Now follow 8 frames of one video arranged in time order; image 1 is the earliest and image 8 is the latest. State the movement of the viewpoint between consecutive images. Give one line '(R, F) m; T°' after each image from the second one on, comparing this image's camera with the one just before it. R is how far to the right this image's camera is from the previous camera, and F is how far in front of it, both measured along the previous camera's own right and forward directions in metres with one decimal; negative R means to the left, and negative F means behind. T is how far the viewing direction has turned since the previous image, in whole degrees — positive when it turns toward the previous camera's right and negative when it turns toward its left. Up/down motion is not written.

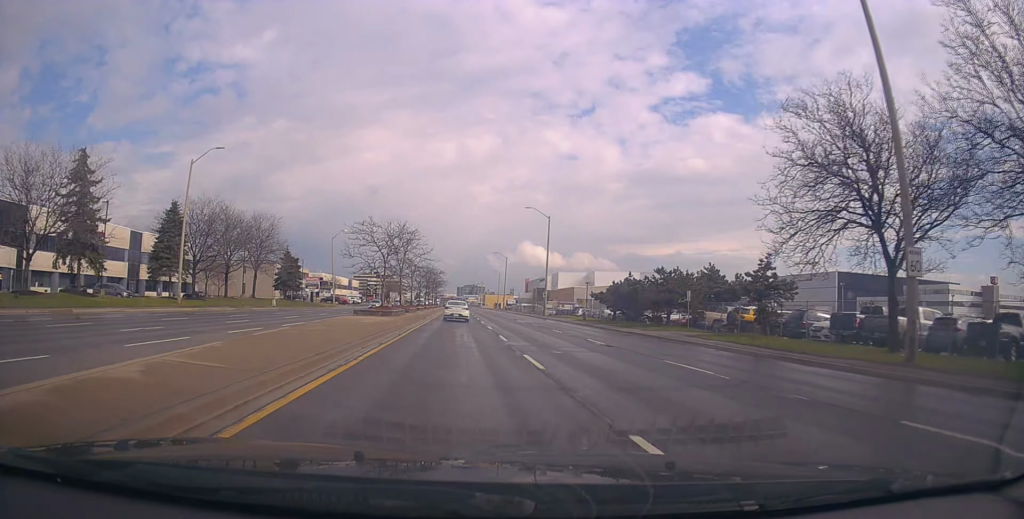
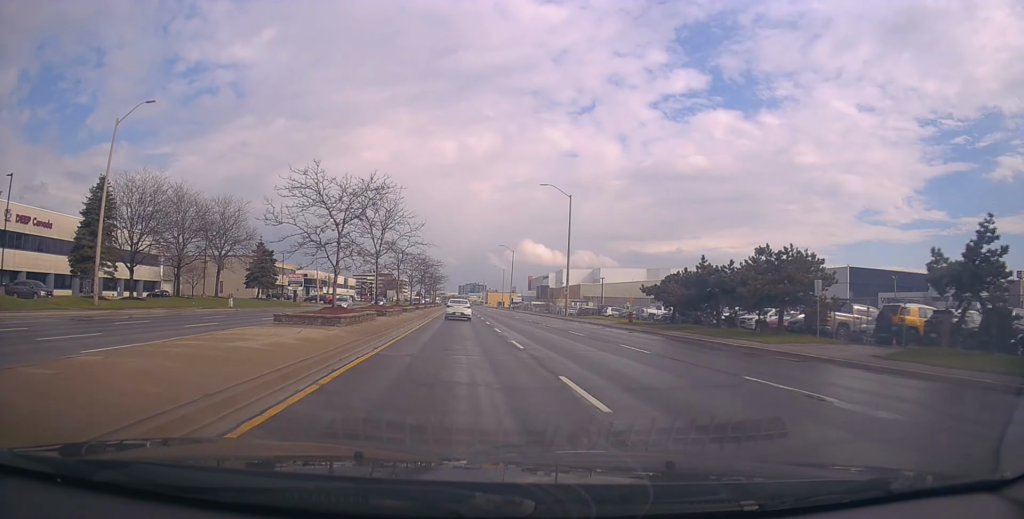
(+0.5, +13.2) m; 0°
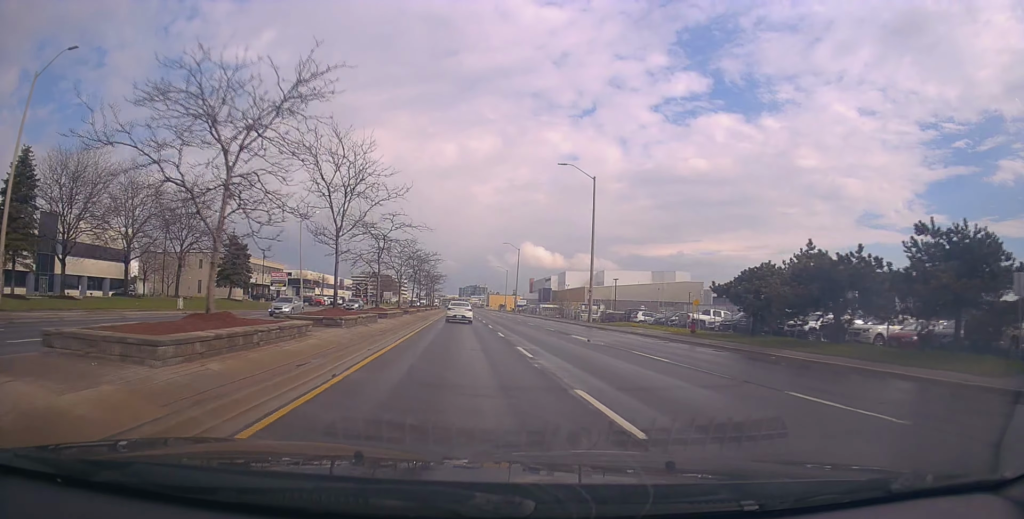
(0.0, +10.4) m; 0°
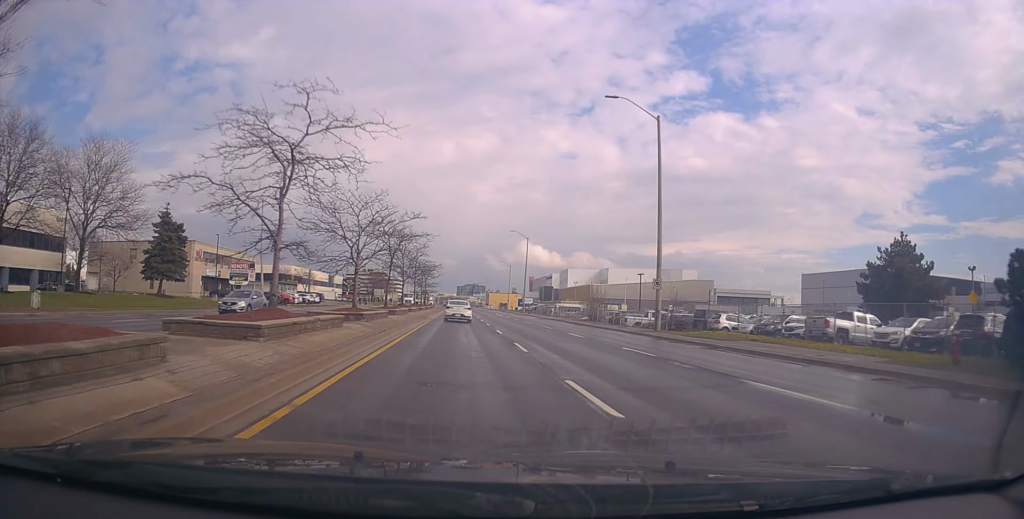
(-0.4, +17.5) m; 0°
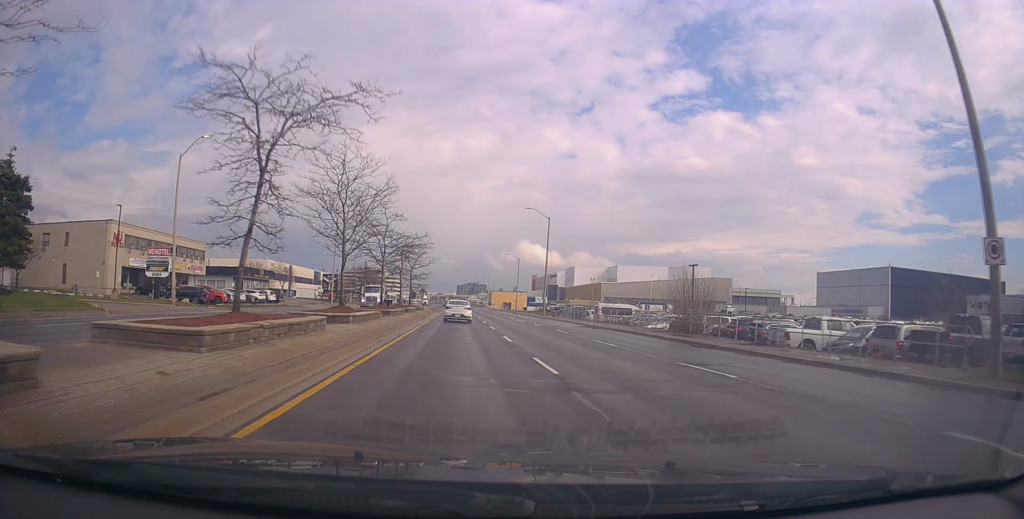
(+0.3, +23.2) m; 0°
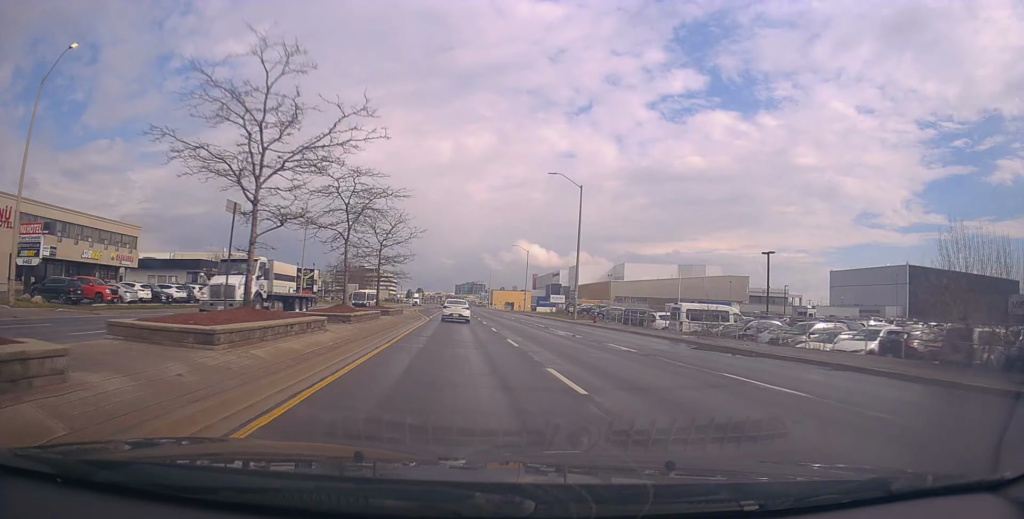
(0.0, +20.2) m; 0°
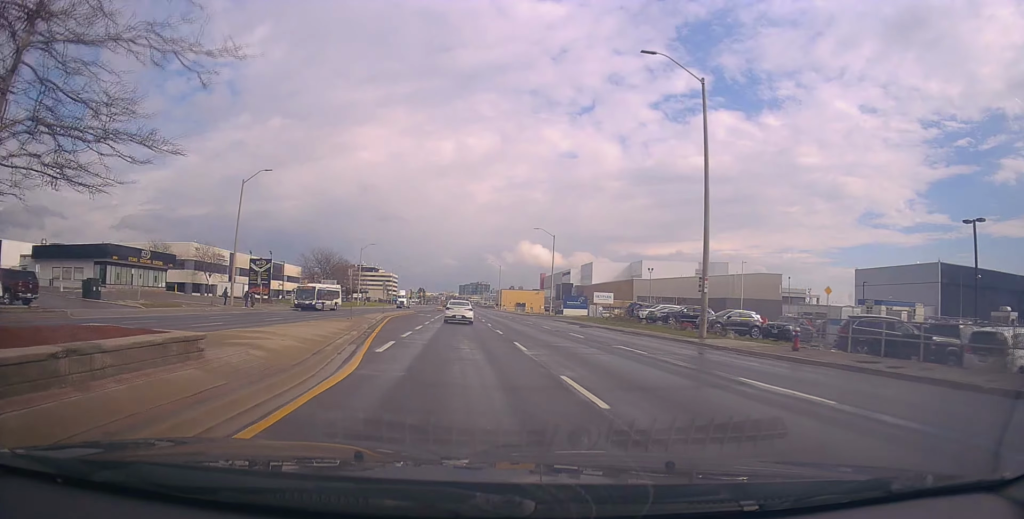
(-0.1, +28.4) m; -1°
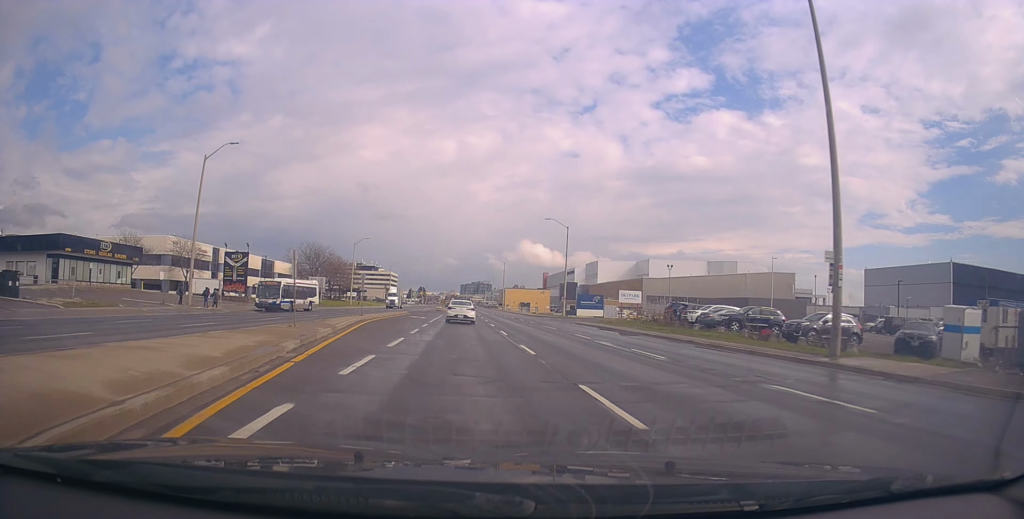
(+0.1, +10.2) m; -1°
